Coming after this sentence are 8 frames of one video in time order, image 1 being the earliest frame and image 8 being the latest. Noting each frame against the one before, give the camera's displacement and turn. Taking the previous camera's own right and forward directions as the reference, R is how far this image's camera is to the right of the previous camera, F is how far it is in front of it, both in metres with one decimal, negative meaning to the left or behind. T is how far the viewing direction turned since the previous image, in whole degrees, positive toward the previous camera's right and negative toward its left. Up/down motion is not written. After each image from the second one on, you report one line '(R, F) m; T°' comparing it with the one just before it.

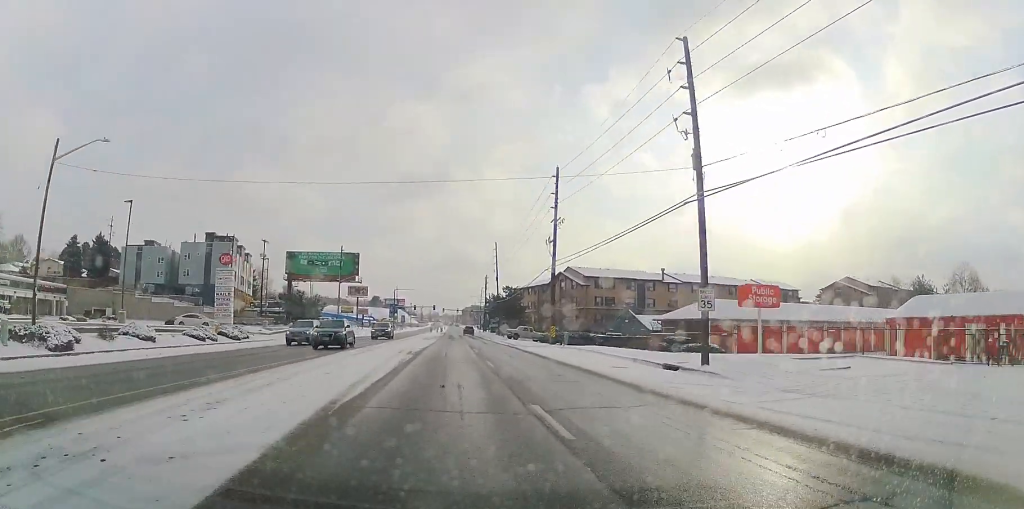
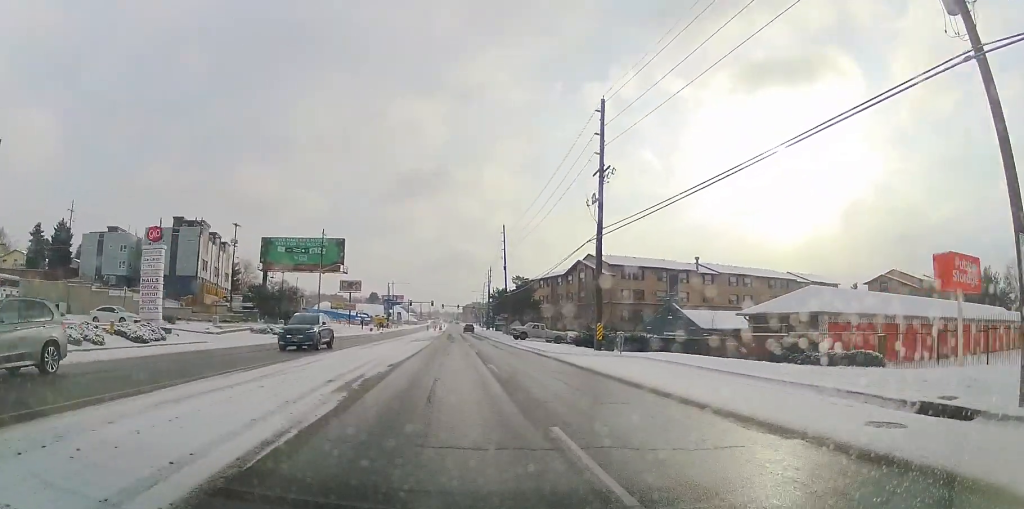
(-0.1, +14.6) m; -1°
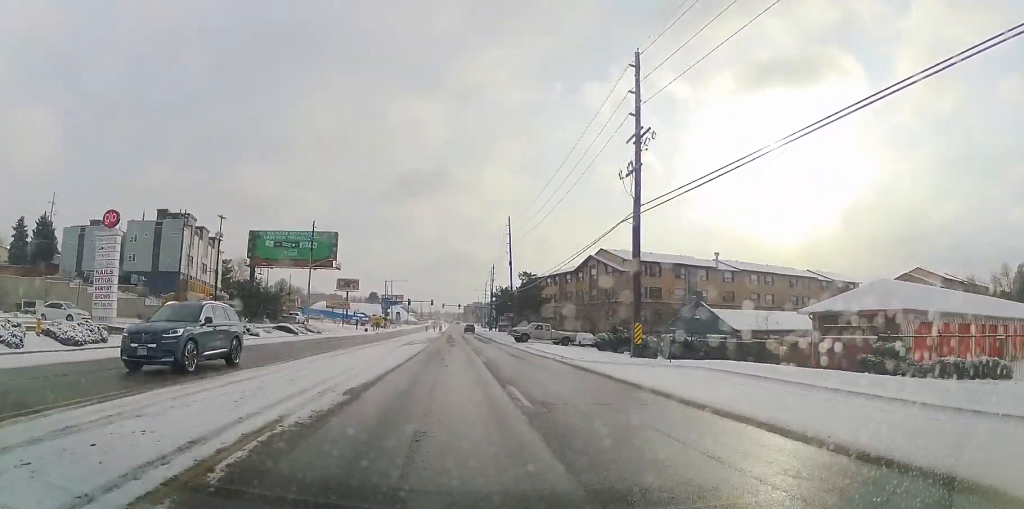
(0.0, +6.5) m; 0°
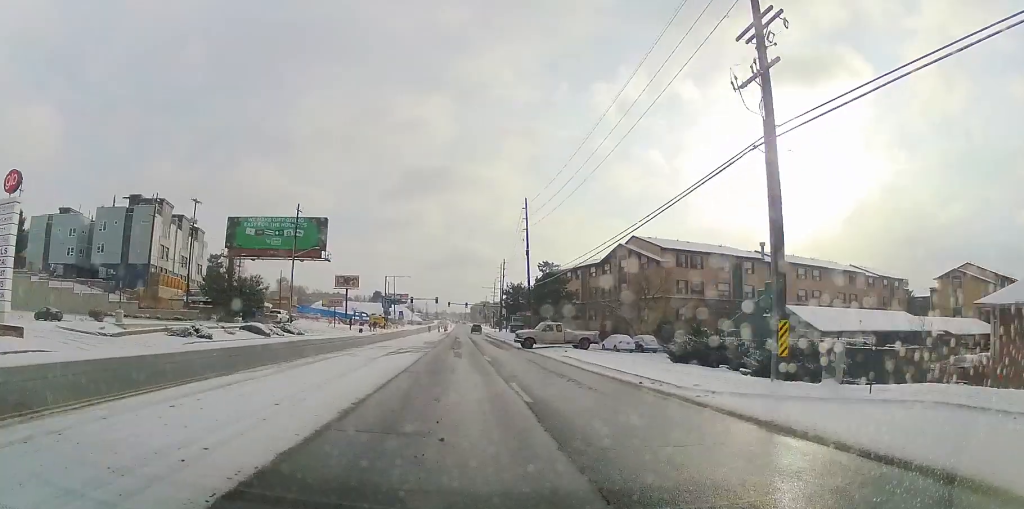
(0.0, +11.3) m; -1°
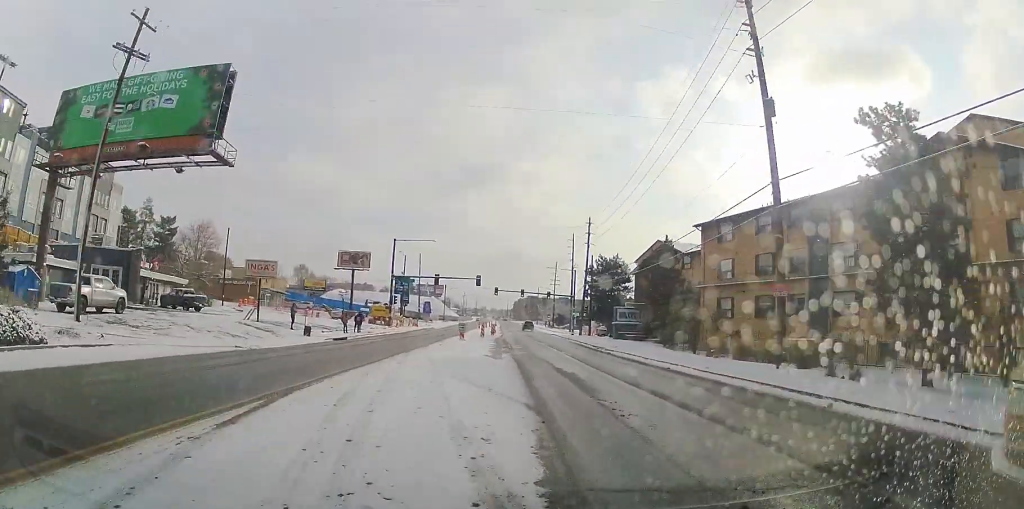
(-1.0, +45.7) m; 0°
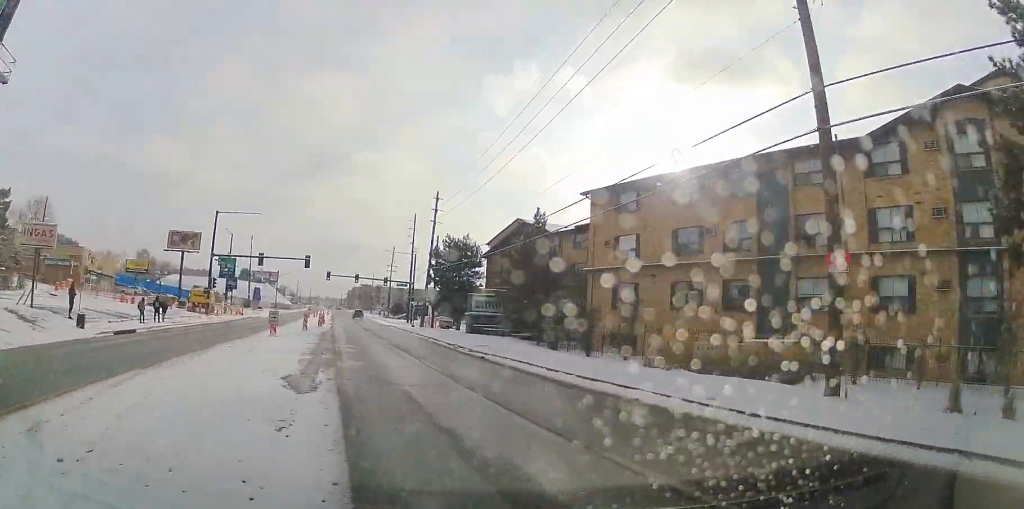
(+0.6, +11.2) m; +5°
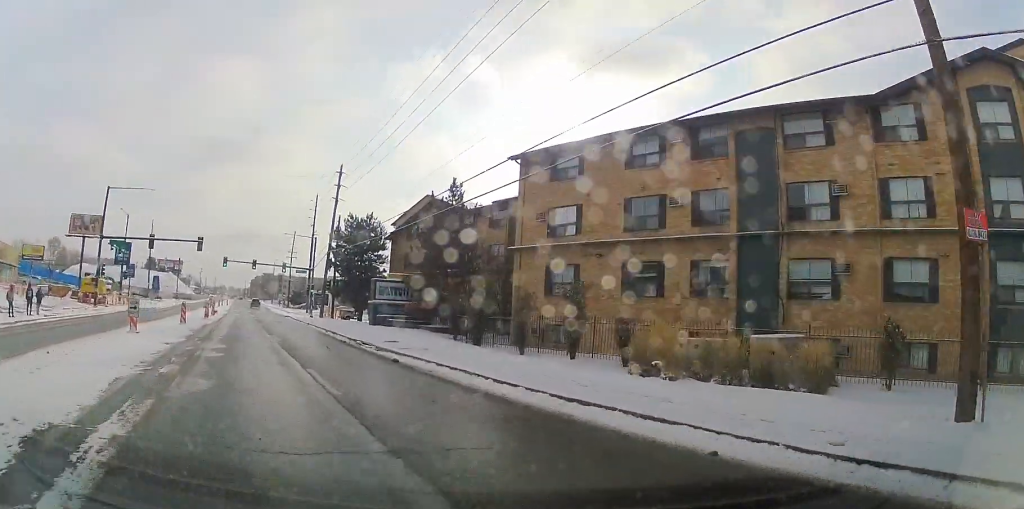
(+0.2, +6.3) m; +3°
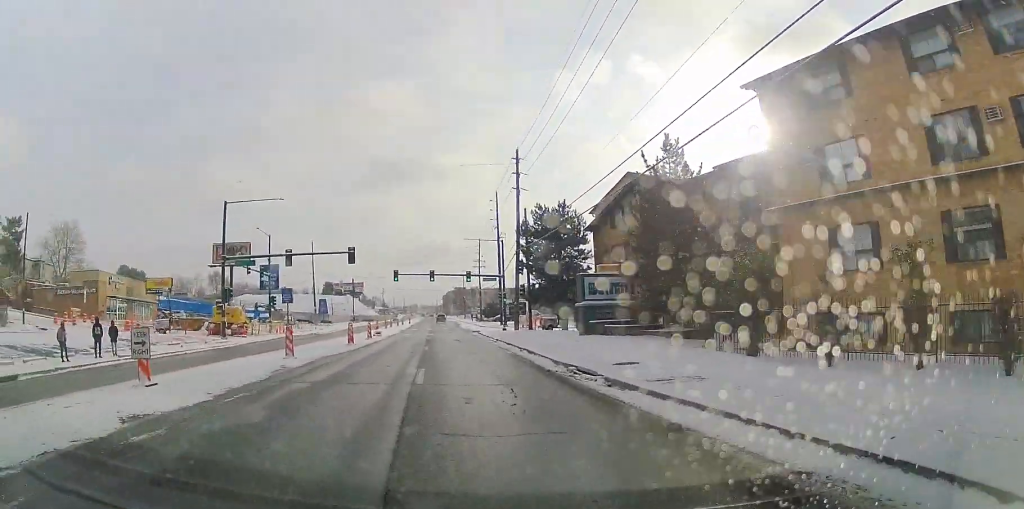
(+0.3, +10.0) m; +1°
